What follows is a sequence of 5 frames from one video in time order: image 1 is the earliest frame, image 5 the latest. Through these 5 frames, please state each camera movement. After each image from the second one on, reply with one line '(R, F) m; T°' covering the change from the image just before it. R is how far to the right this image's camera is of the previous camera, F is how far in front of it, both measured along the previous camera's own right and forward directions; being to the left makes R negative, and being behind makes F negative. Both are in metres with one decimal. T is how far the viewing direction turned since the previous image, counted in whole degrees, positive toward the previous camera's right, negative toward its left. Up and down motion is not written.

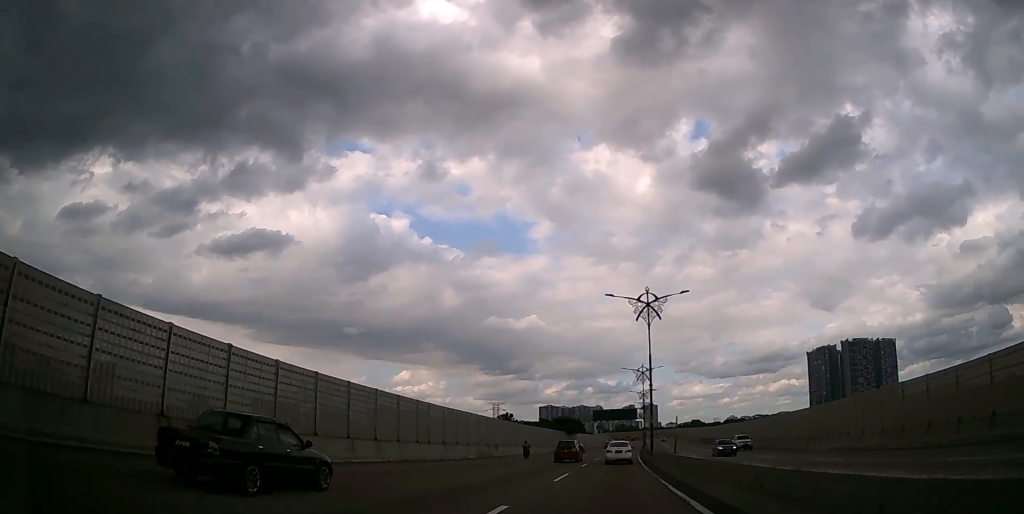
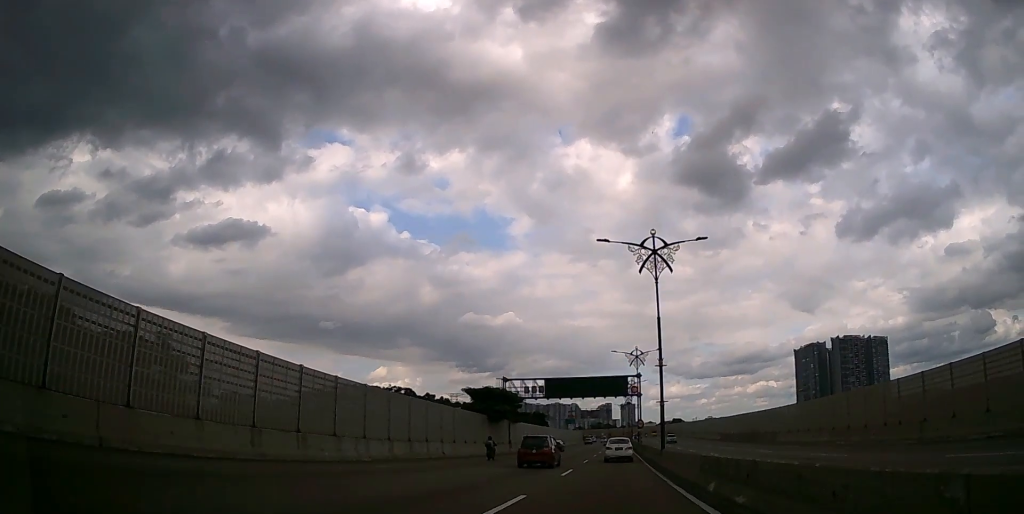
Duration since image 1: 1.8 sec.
(+1.0, +51.7) m; +2°
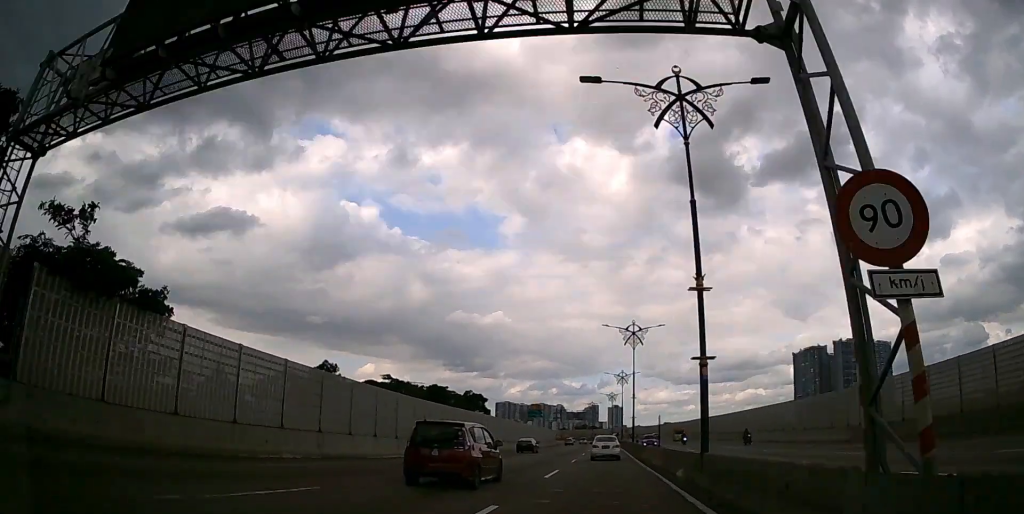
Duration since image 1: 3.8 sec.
(+0.9, +54.2) m; +2°
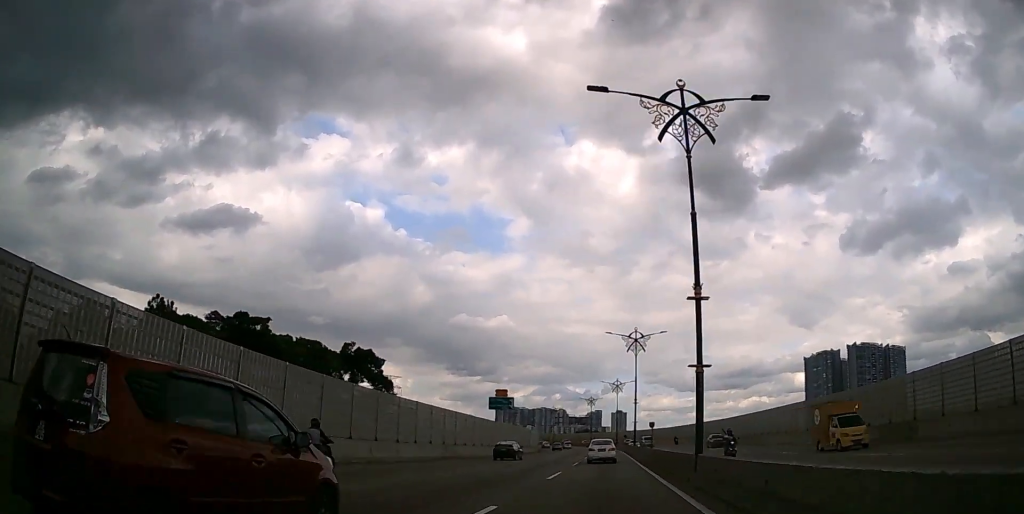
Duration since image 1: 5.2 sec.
(0.0, +39.9) m; 0°
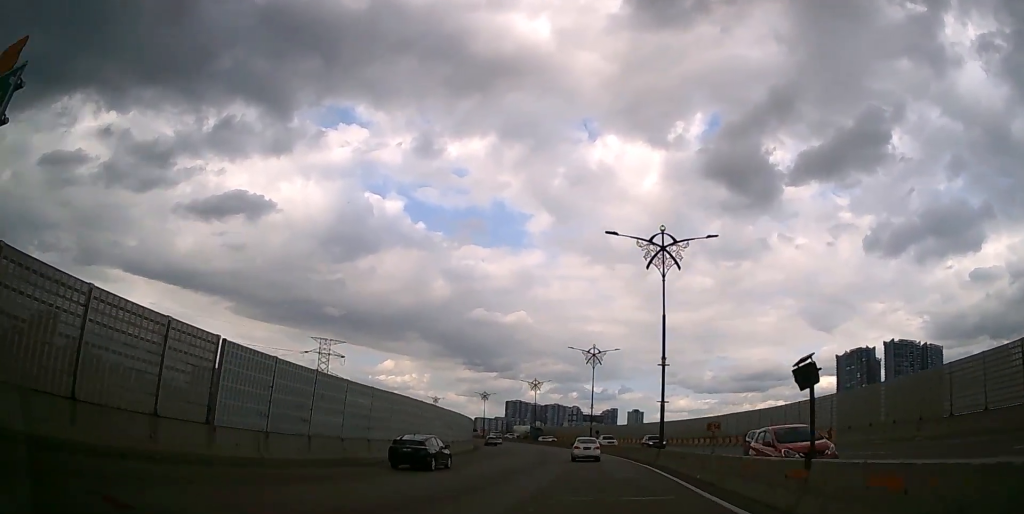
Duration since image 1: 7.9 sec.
(-0.7, +72.0) m; -2°
